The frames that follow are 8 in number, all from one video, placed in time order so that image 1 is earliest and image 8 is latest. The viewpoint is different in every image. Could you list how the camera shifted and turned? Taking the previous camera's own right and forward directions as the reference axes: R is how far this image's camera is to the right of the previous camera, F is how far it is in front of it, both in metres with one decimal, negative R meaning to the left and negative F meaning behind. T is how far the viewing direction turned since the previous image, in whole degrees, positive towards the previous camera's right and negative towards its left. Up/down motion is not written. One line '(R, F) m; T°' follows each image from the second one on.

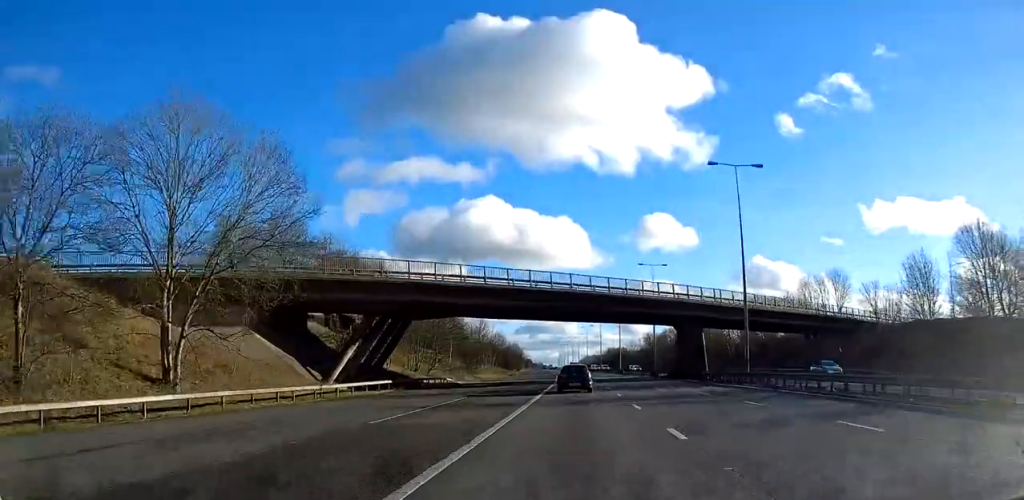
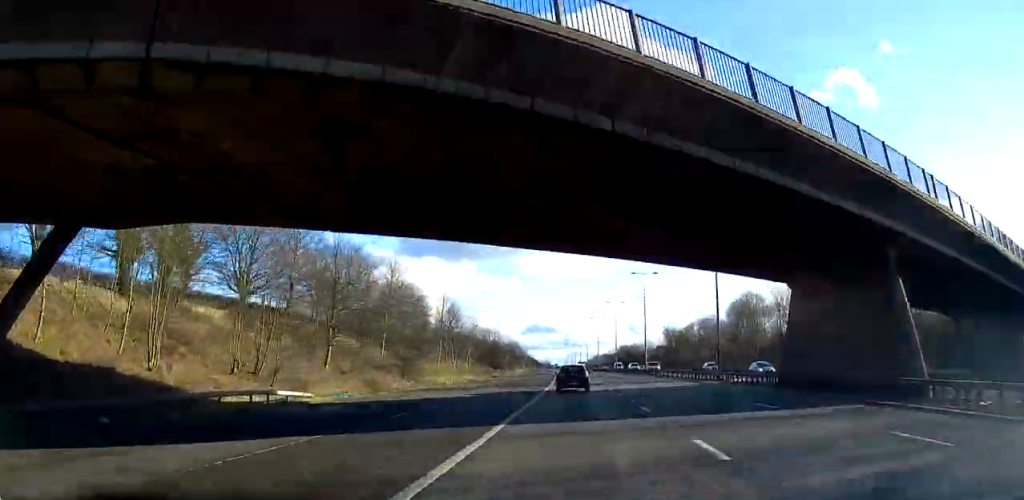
(0.0, +37.8) m; 0°
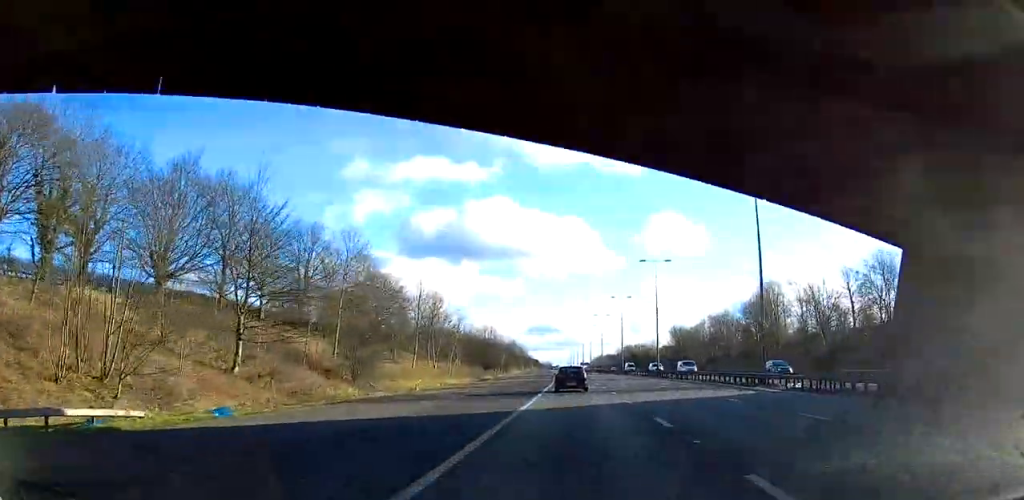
(0.0, +13.2) m; -1°
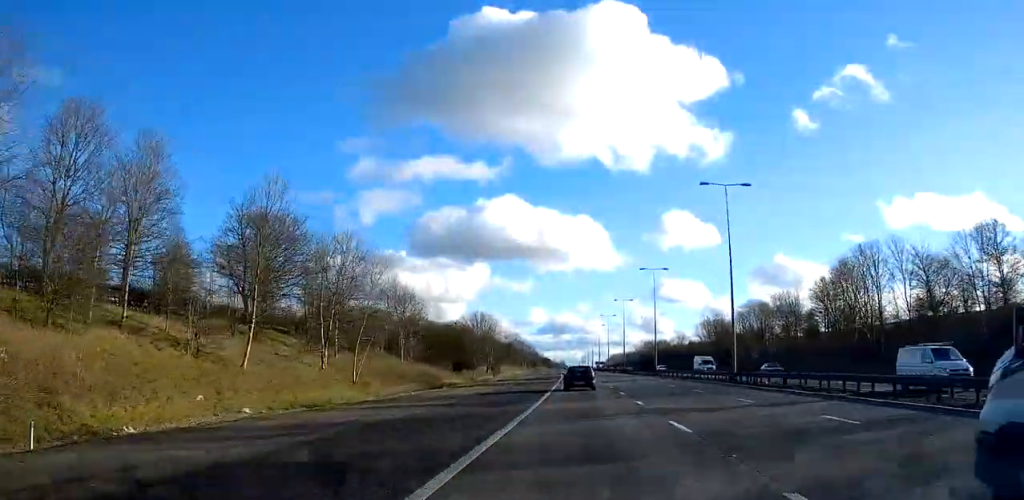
(-0.5, +36.0) m; -1°
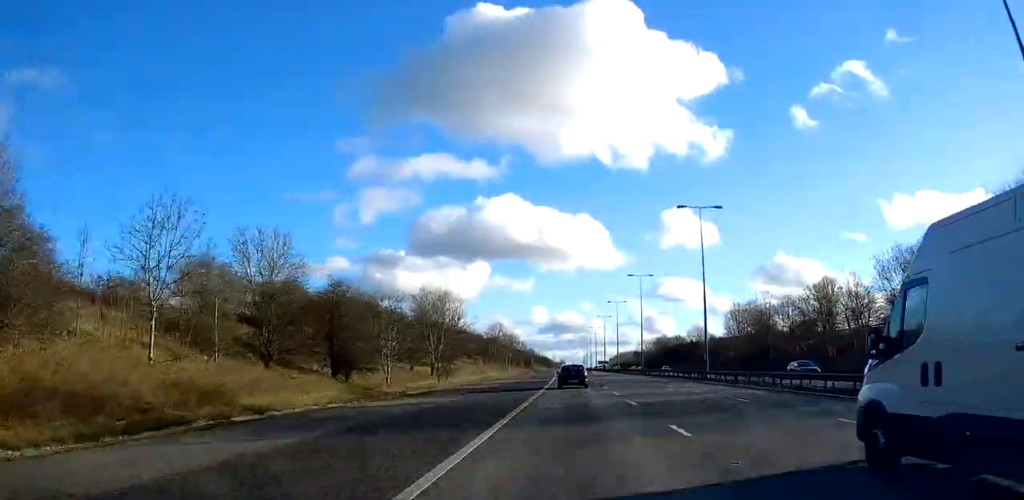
(-0.2, +36.9) m; -1°
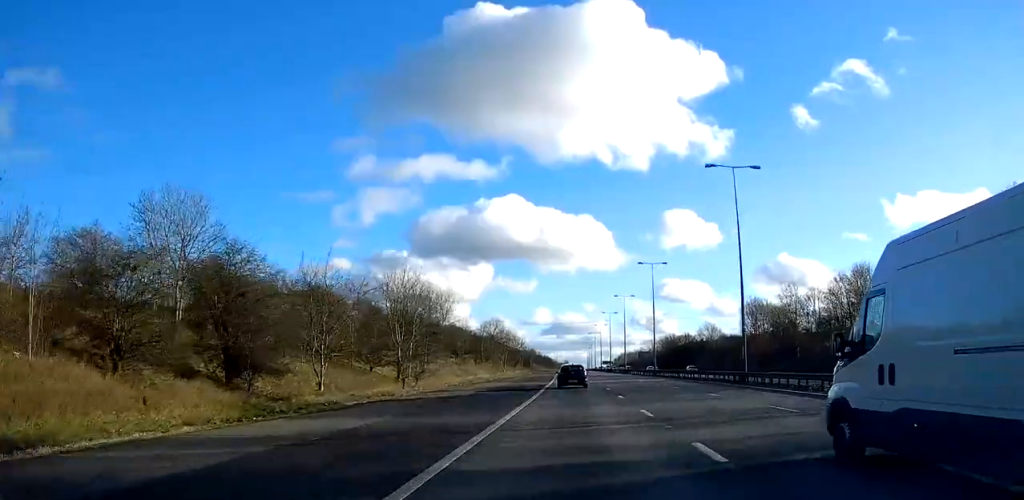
(-0.1, +12.3) m; 0°
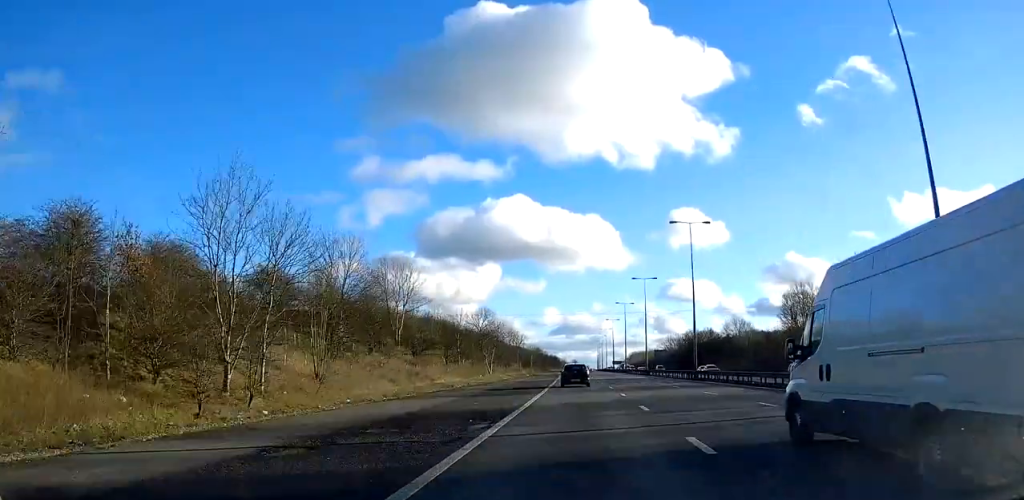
(-0.2, +25.6) m; -1°
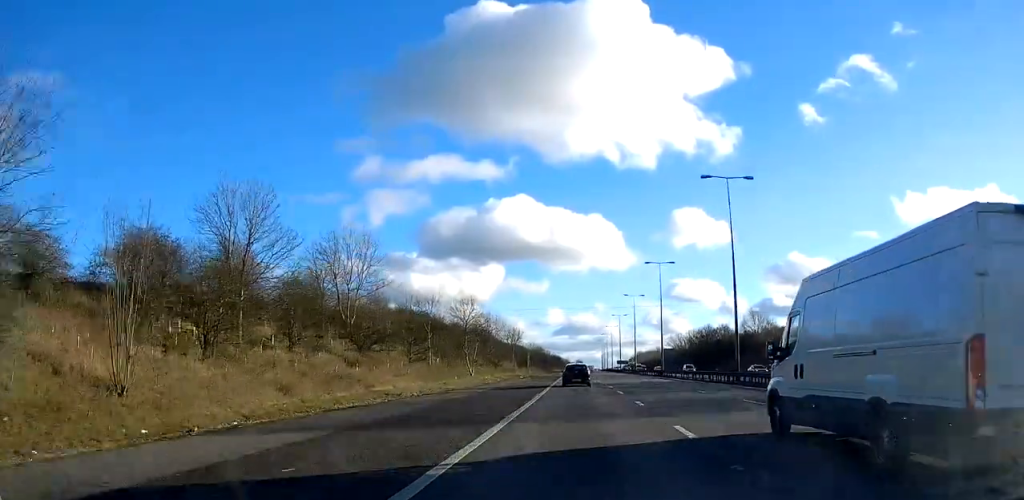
(0.0, +15.9) m; 0°
